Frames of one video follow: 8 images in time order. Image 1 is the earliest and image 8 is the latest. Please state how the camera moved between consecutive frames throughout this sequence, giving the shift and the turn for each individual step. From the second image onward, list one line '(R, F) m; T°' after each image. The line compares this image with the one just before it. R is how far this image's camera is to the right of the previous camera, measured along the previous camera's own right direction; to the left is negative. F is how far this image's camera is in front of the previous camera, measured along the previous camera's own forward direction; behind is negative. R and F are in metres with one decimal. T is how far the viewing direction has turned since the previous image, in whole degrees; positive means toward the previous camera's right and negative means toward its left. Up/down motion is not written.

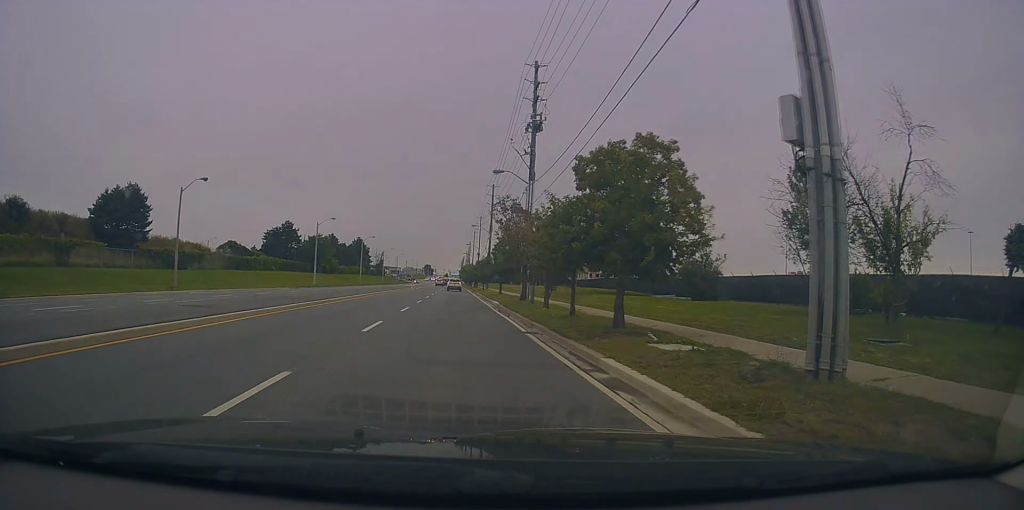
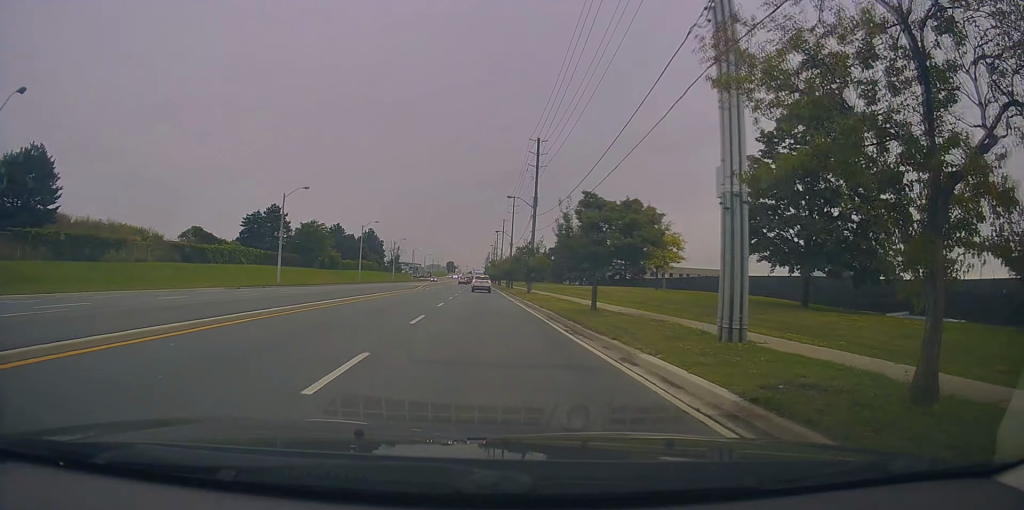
(-0.4, +25.3) m; -5°
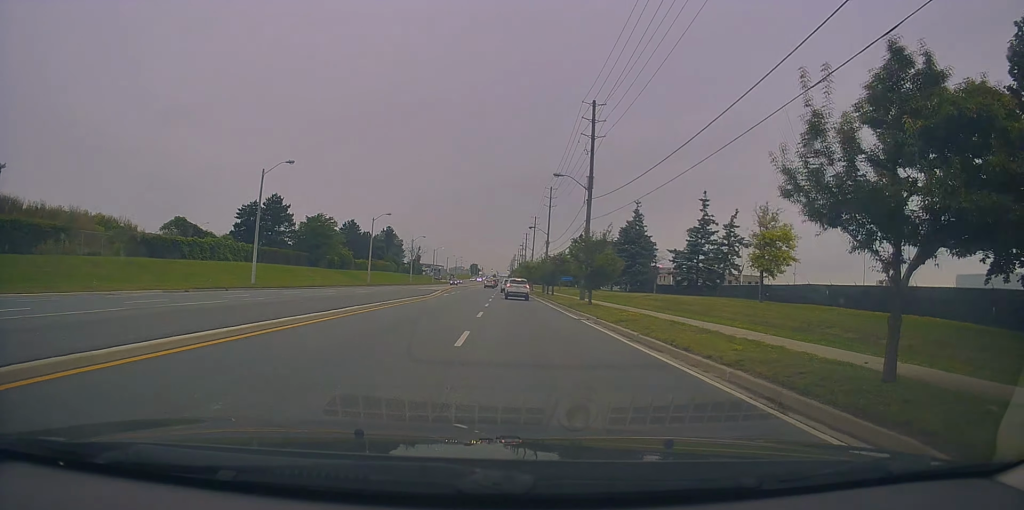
(-0.3, +13.1) m; 0°
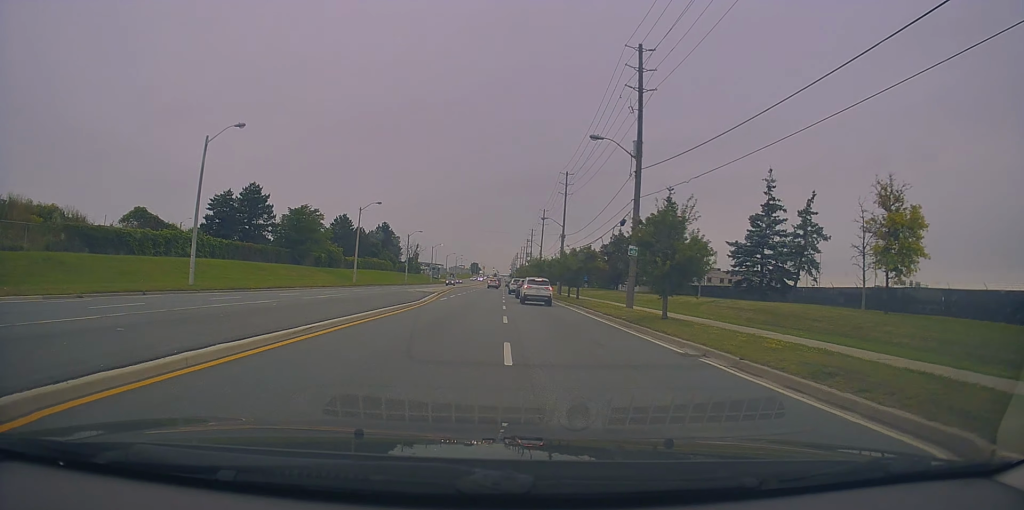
(+0.1, +10.9) m; 0°
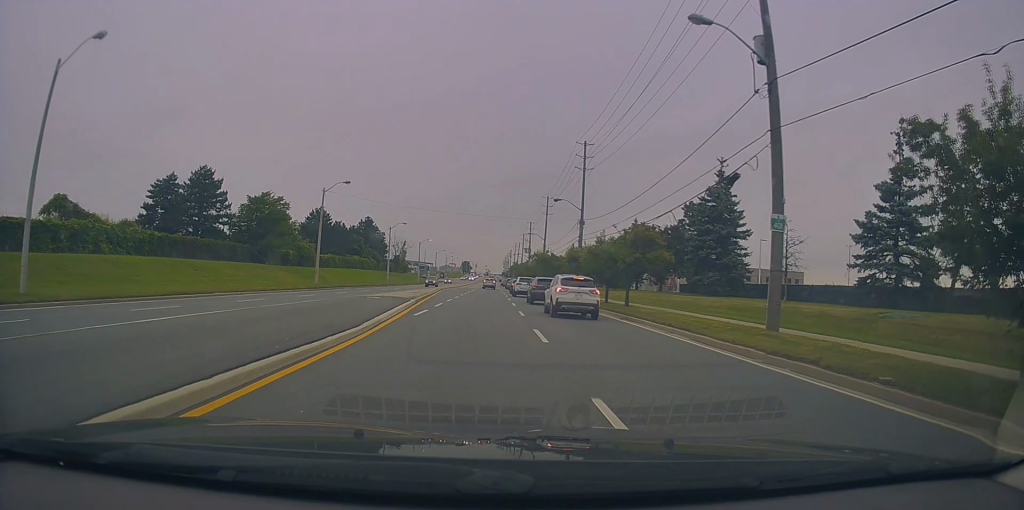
(+0.1, +14.4) m; 0°
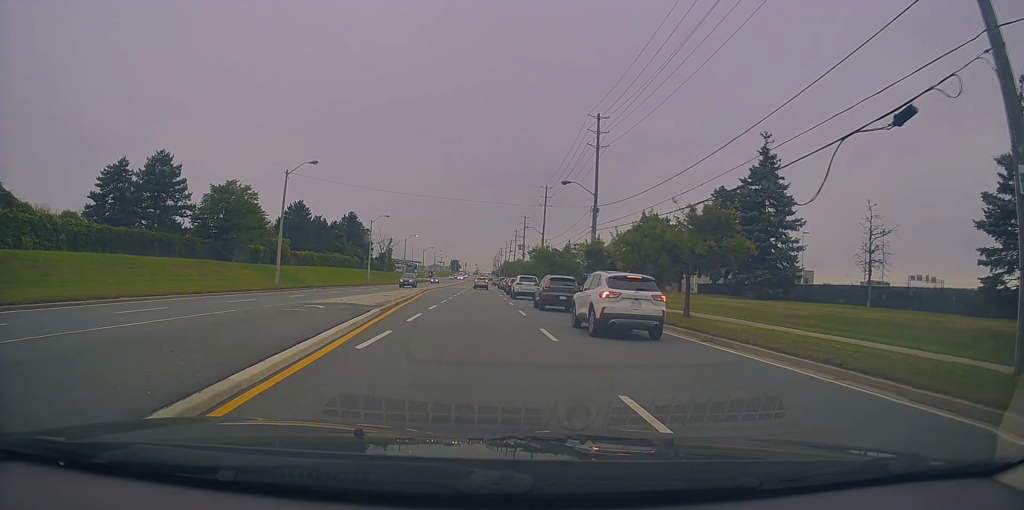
(-0.1, +8.9) m; 0°
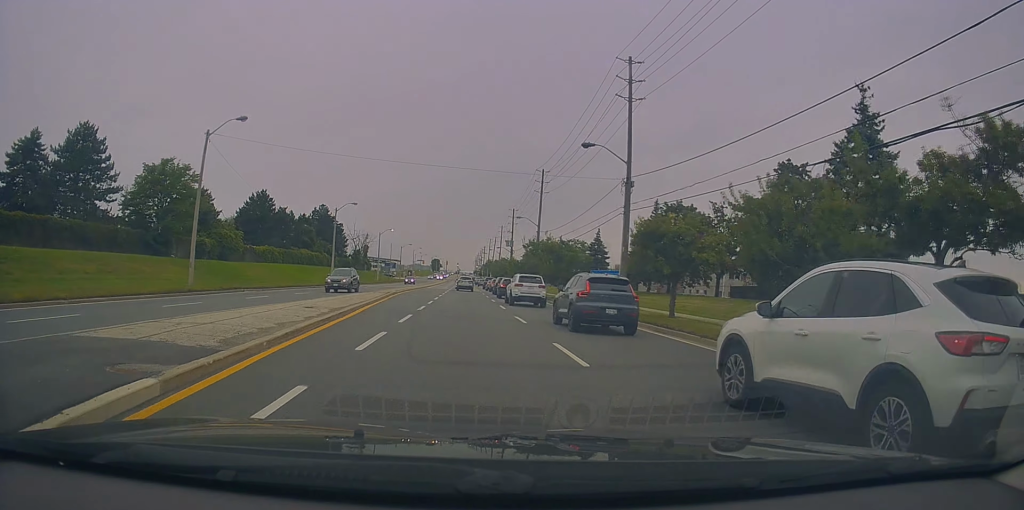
(0.0, +12.5) m; +2°
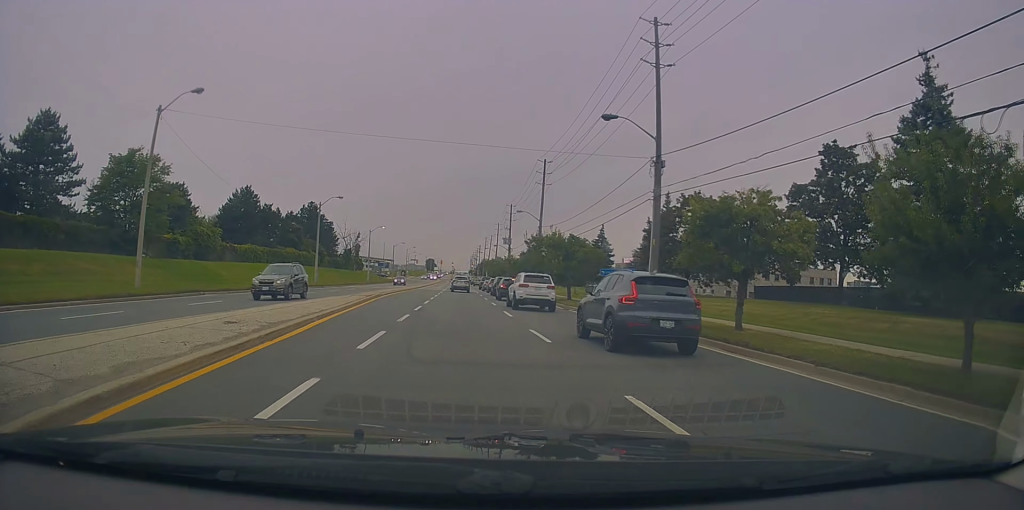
(+0.2, +5.4) m; +1°
